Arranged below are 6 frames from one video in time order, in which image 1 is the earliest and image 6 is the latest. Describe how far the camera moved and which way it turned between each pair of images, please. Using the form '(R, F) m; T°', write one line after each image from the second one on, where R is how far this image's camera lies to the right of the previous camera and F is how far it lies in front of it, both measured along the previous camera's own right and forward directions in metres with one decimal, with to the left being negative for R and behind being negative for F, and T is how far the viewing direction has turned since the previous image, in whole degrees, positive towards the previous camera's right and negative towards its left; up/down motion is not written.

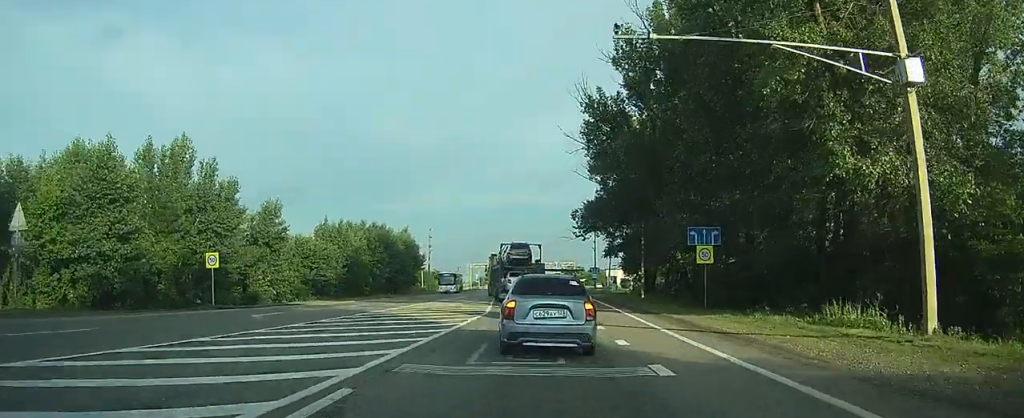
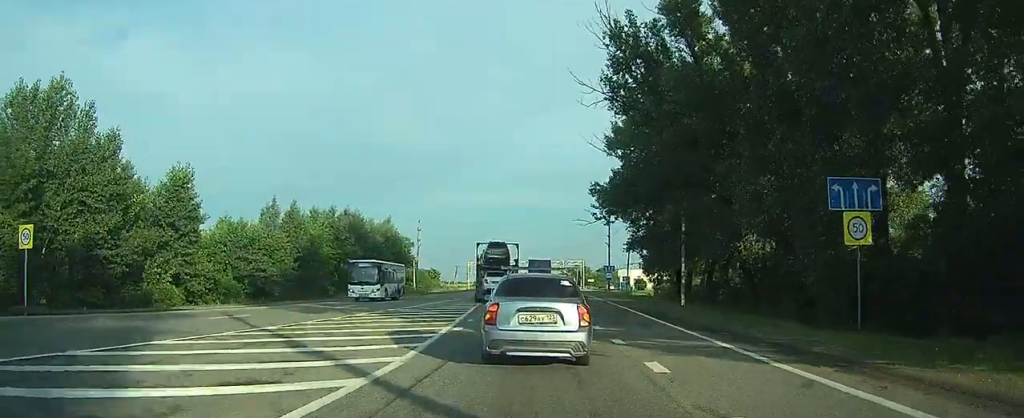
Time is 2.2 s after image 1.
(0.0, +20.1) m; 0°
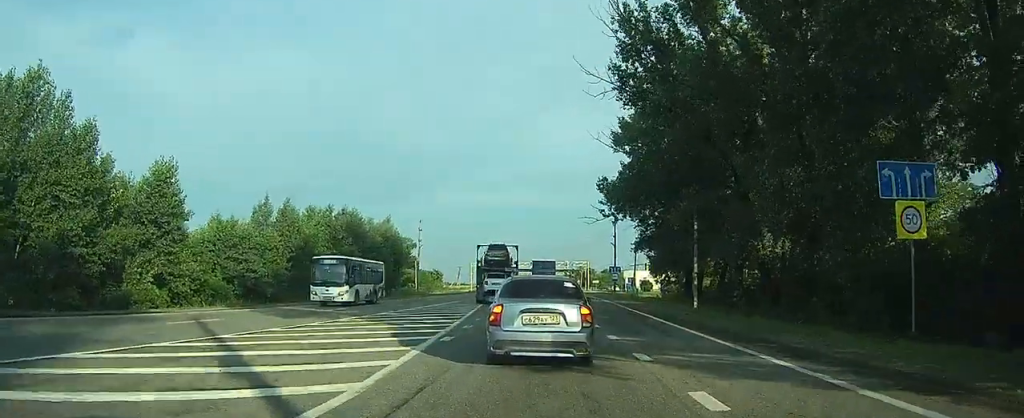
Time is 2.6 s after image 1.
(0.0, +3.3) m; 0°
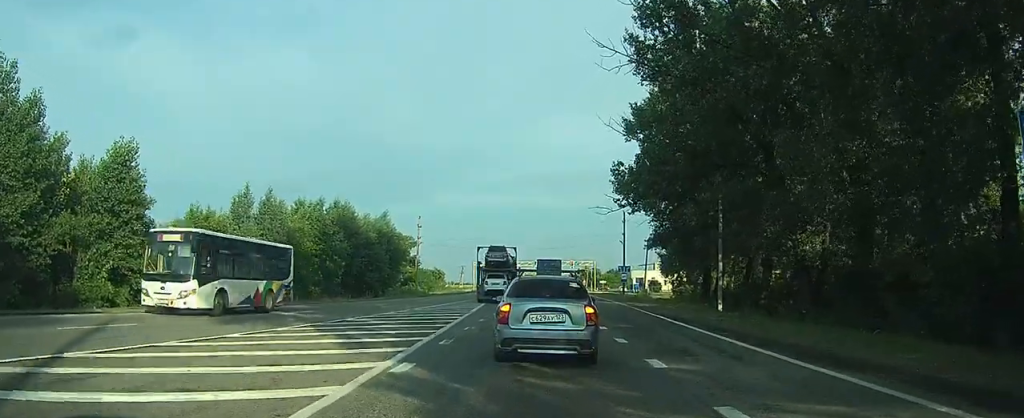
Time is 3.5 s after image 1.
(0.0, +6.3) m; 0°
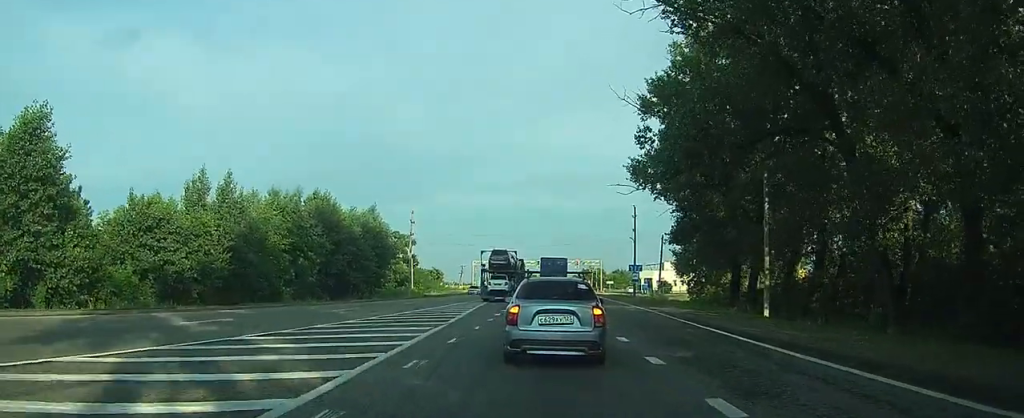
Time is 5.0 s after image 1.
(0.0, +8.6) m; 0°
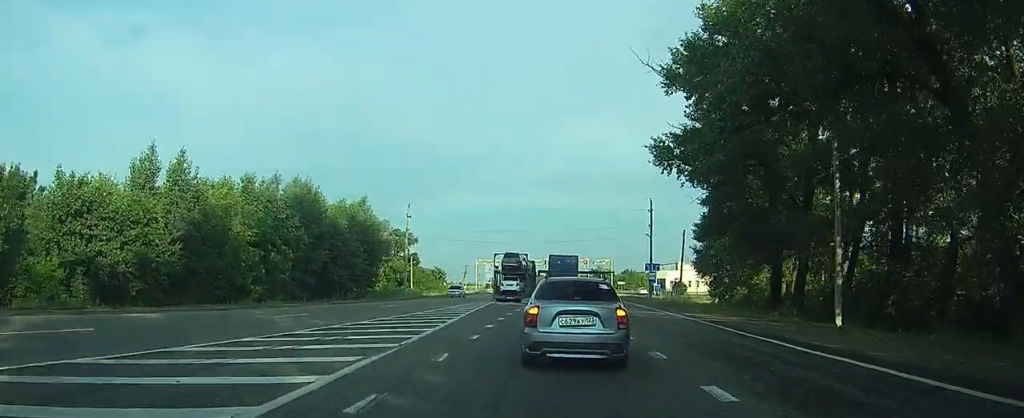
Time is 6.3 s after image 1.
(0.0, +7.2) m; 0°
